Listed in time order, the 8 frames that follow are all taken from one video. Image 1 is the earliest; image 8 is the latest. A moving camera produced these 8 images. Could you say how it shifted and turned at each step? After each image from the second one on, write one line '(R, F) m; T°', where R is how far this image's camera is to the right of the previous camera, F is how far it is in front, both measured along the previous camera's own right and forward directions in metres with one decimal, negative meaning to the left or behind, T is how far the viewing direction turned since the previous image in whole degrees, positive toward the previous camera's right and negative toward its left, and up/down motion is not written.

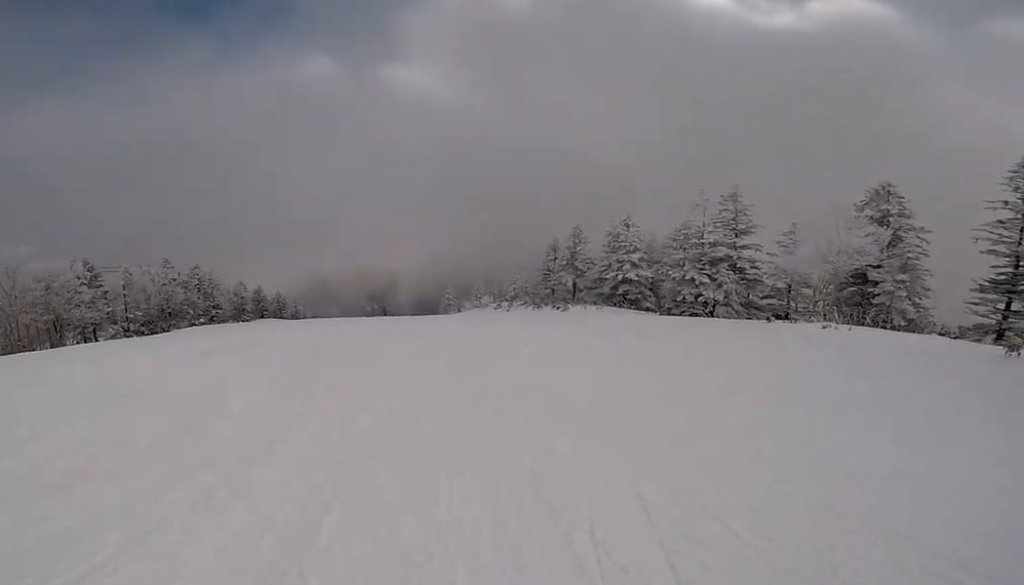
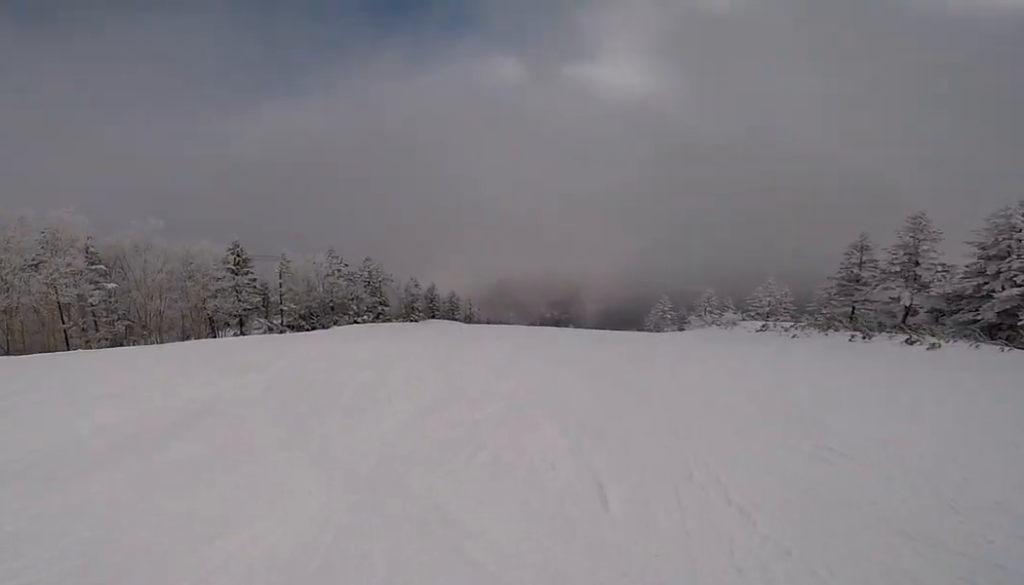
(-2.8, +10.4) m; 0°
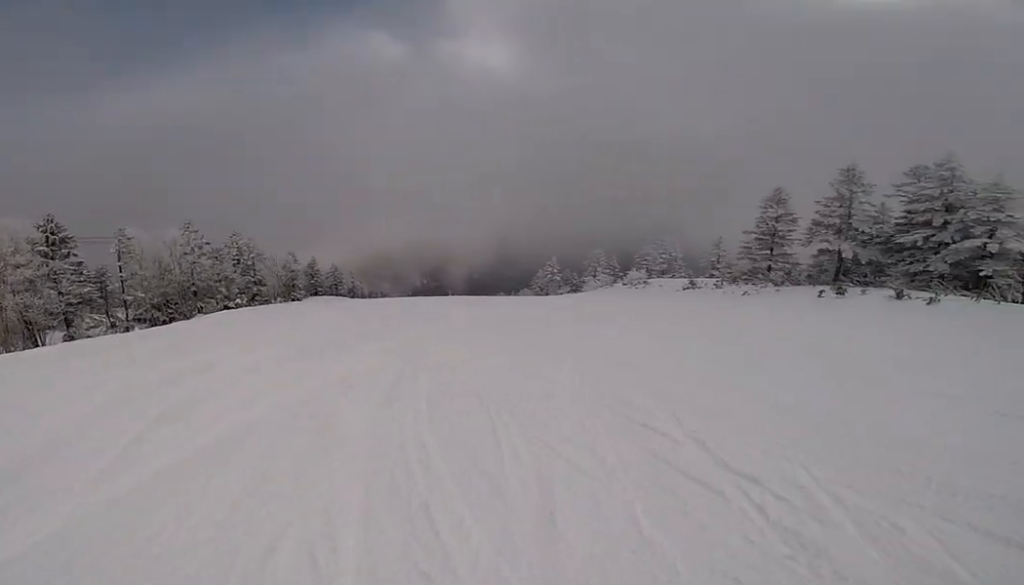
(+1.8, +6.9) m; +20°
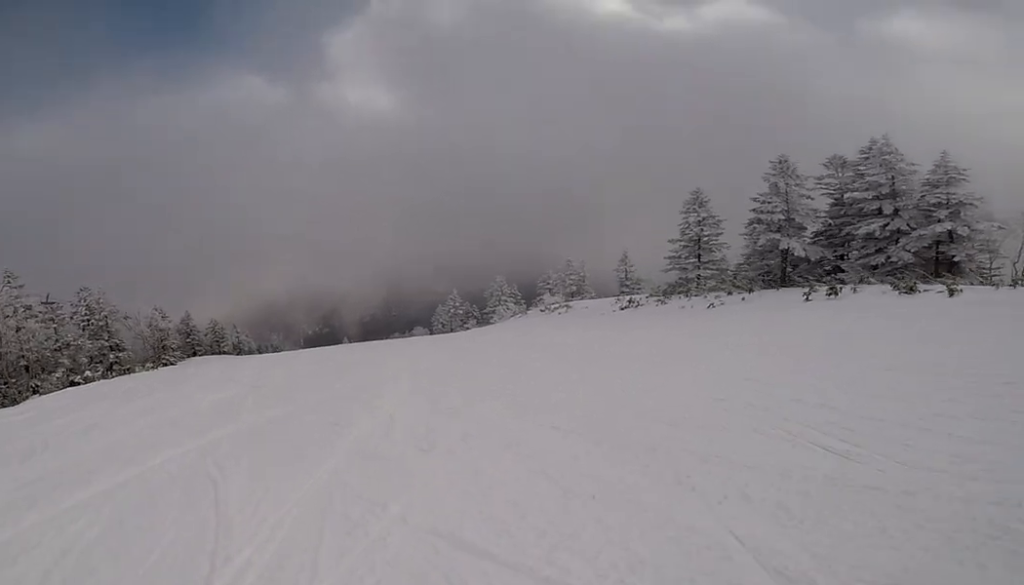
(+1.1, +6.6) m; +13°
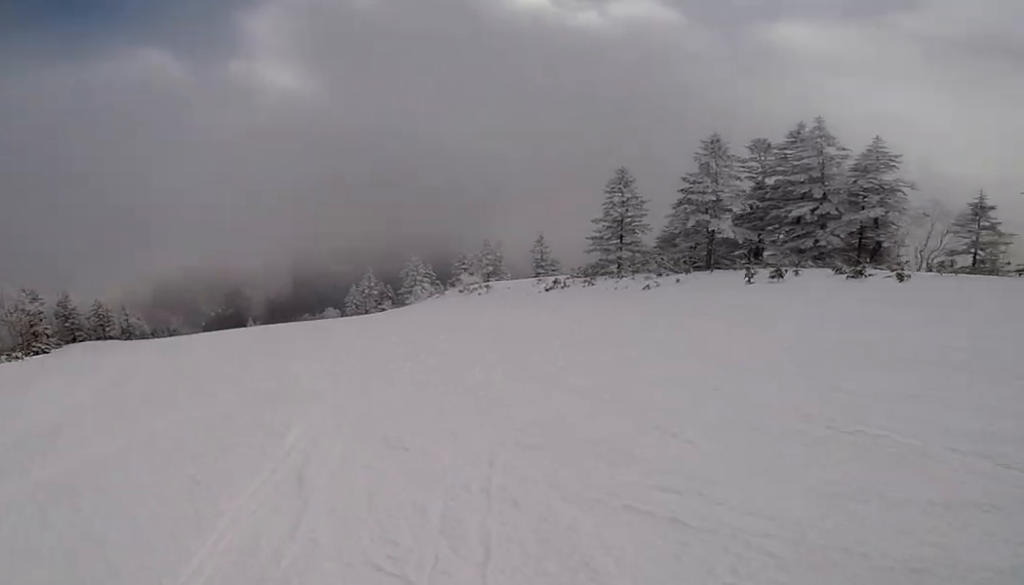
(+1.0, +3.1) m; -1°
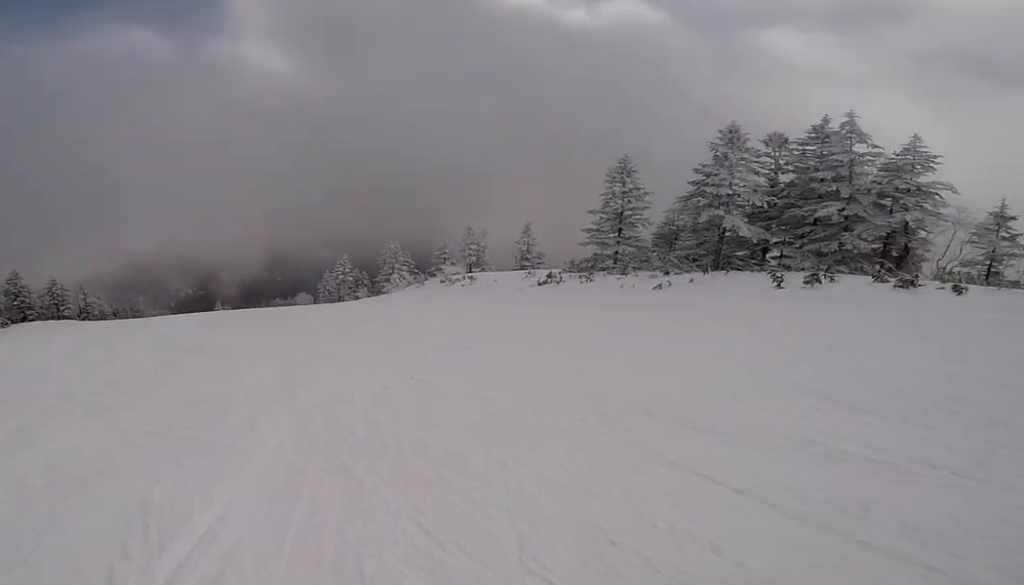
(-0.9, +2.8) m; -16°
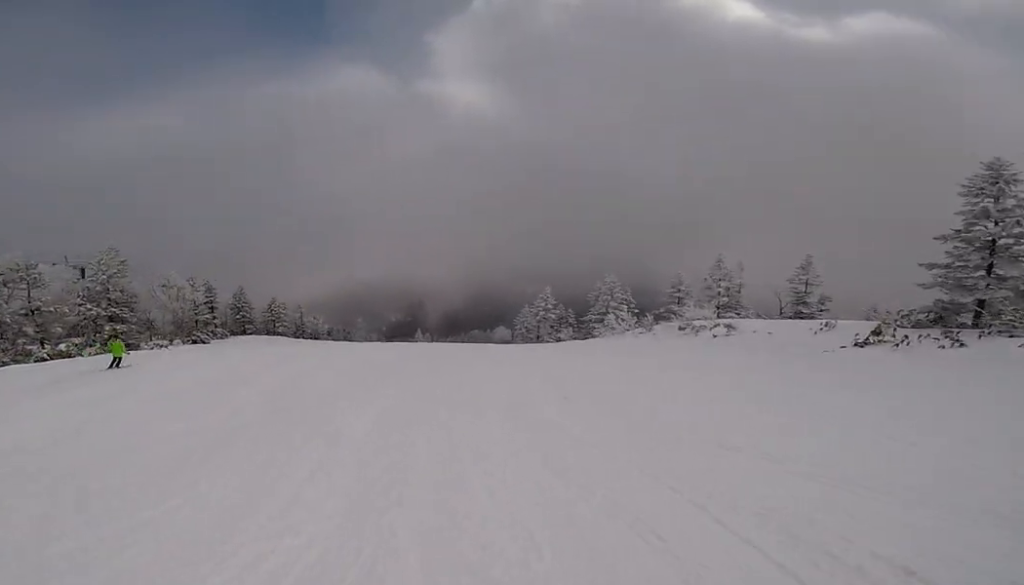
(-1.6, +5.5) m; -19°
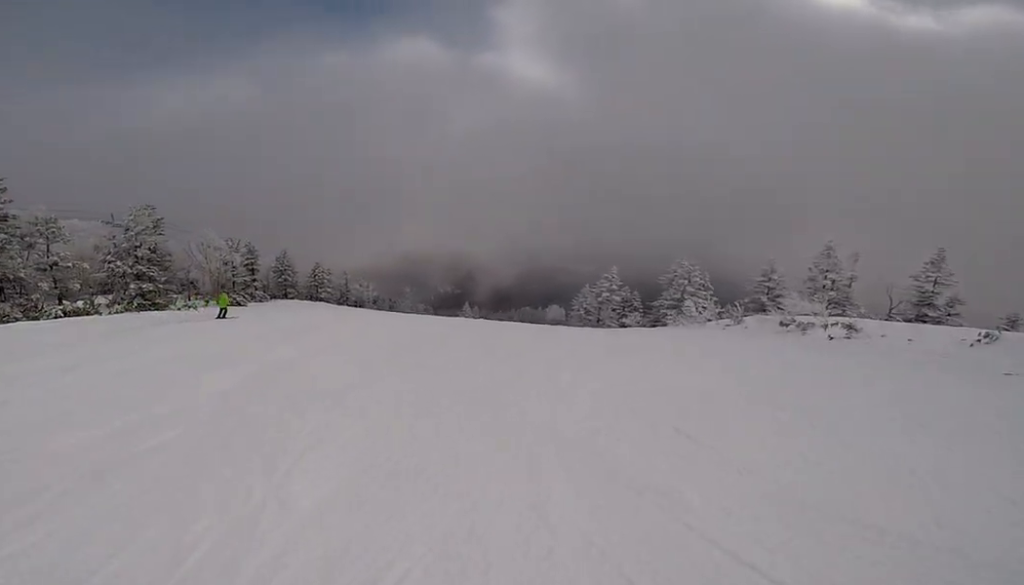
(-0.5, +3.5) m; -2°
